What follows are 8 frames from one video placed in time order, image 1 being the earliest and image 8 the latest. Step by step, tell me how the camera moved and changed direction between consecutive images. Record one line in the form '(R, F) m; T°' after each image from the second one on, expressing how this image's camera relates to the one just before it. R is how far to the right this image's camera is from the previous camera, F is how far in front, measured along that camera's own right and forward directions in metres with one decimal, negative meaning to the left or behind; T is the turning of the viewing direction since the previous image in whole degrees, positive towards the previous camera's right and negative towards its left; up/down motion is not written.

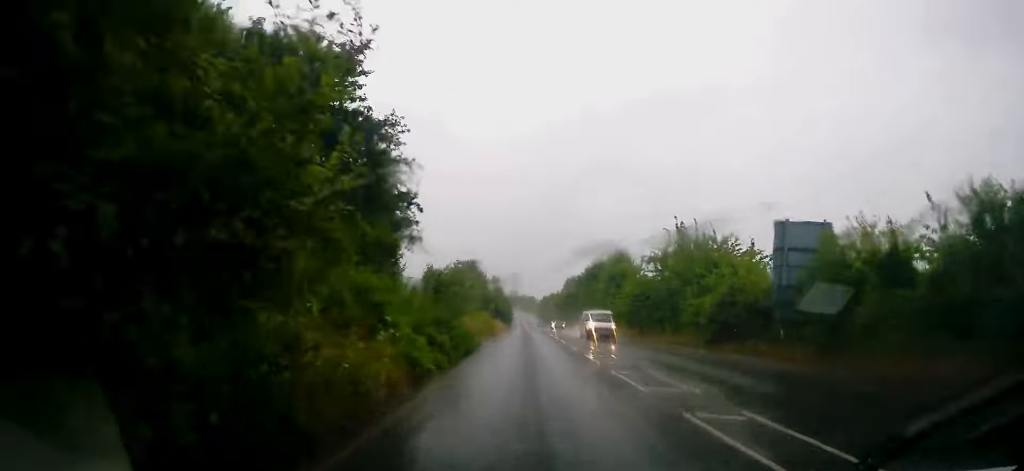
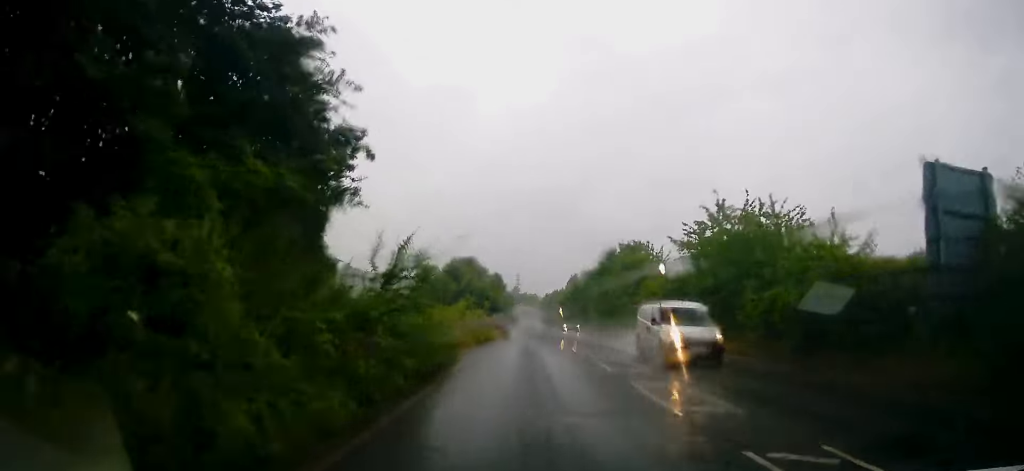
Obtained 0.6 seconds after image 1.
(0.0, +8.3) m; -1°
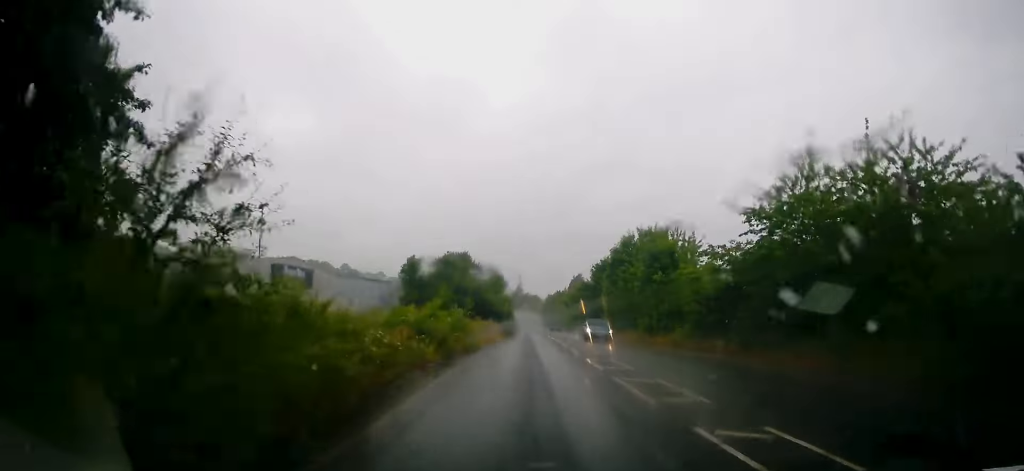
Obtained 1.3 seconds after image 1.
(-0.2, +10.6) m; 0°
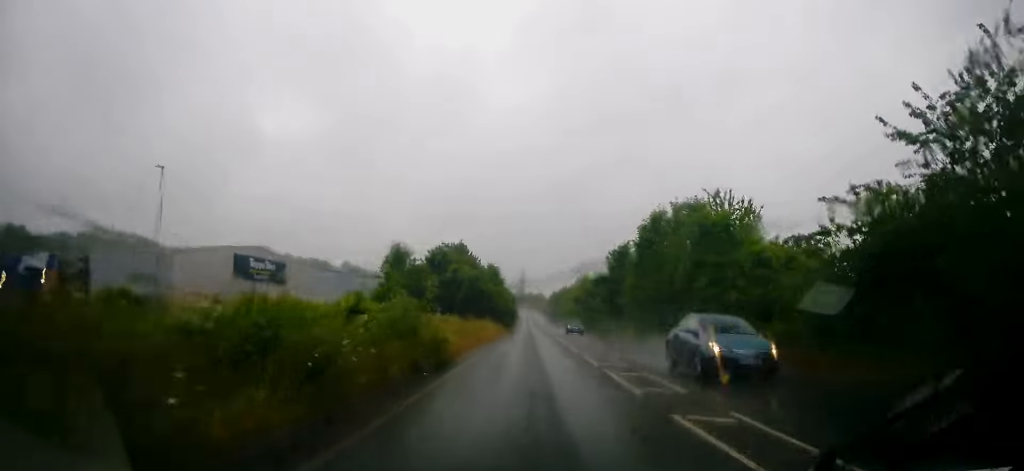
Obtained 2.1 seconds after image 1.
(-0.1, +11.0) m; 0°
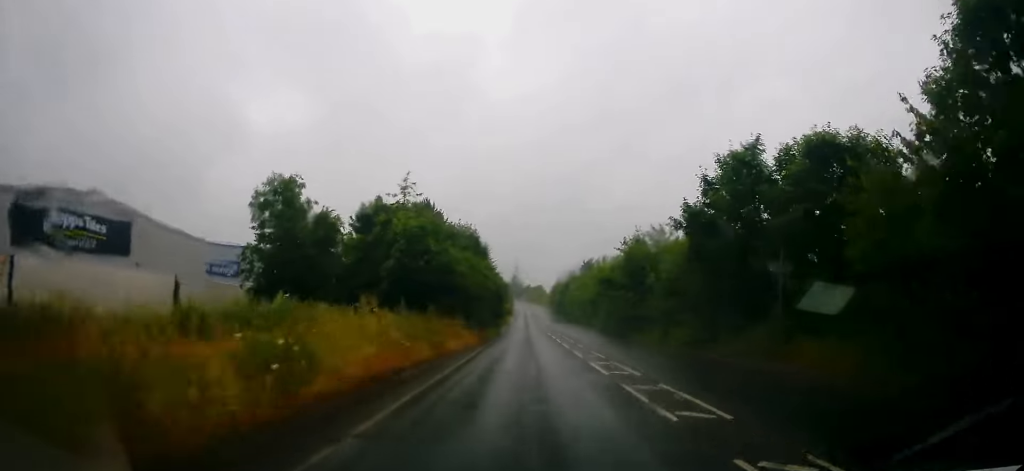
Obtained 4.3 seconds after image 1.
(+0.1, +31.9) m; 0°
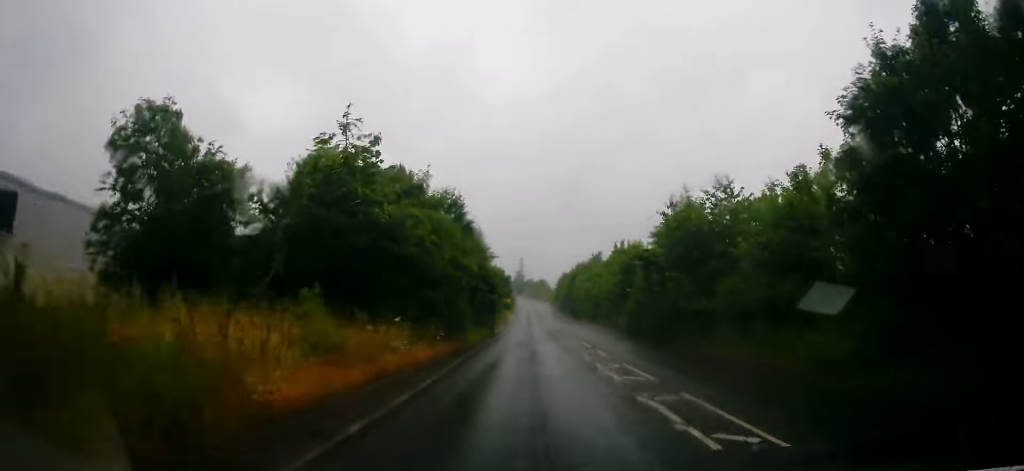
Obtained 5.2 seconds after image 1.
(0.0, +13.3) m; 0°
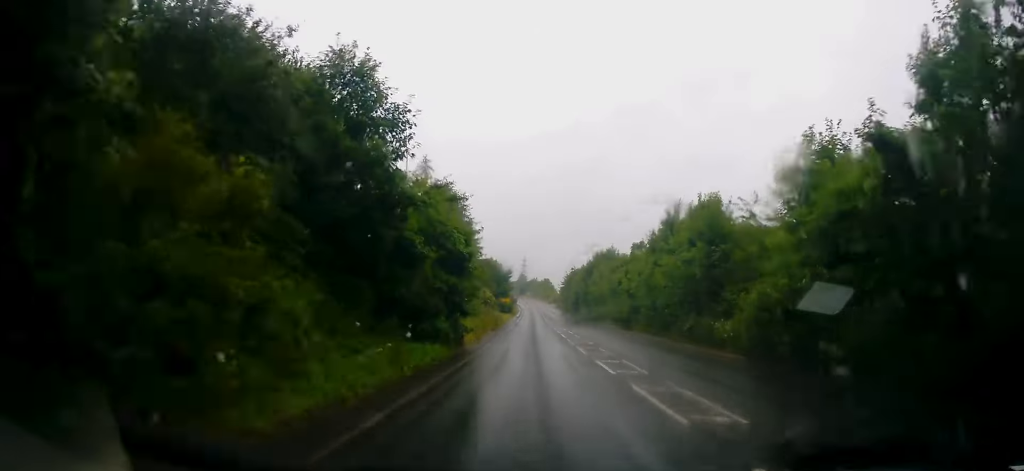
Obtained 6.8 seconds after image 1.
(+0.2, +22.2) m; 0°
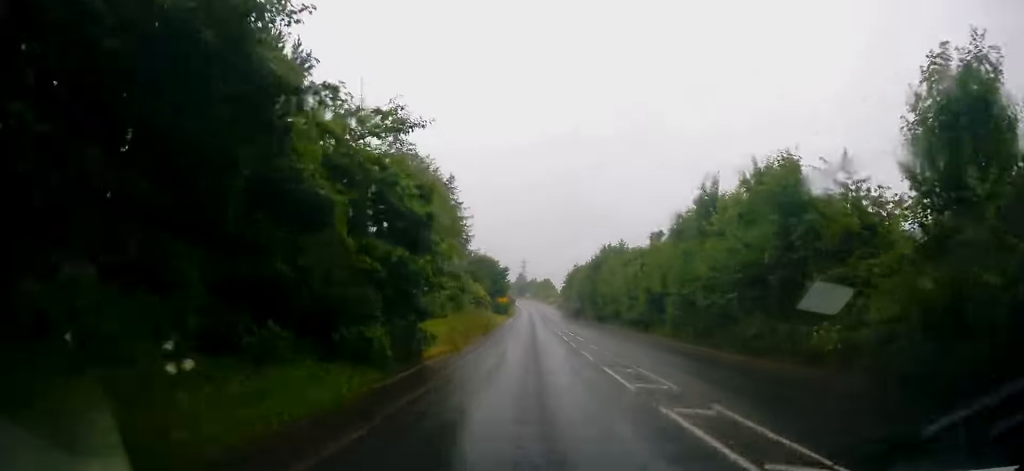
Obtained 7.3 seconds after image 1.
(-0.3, +8.4) m; 0°
